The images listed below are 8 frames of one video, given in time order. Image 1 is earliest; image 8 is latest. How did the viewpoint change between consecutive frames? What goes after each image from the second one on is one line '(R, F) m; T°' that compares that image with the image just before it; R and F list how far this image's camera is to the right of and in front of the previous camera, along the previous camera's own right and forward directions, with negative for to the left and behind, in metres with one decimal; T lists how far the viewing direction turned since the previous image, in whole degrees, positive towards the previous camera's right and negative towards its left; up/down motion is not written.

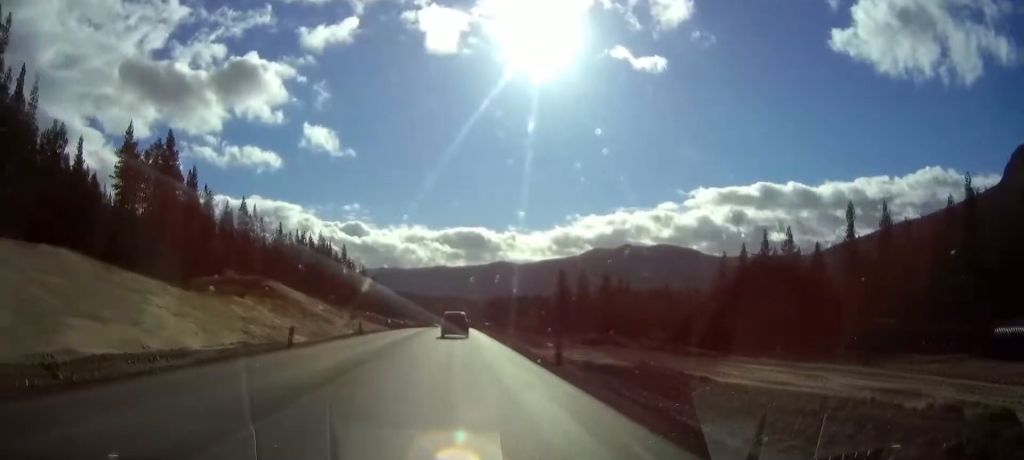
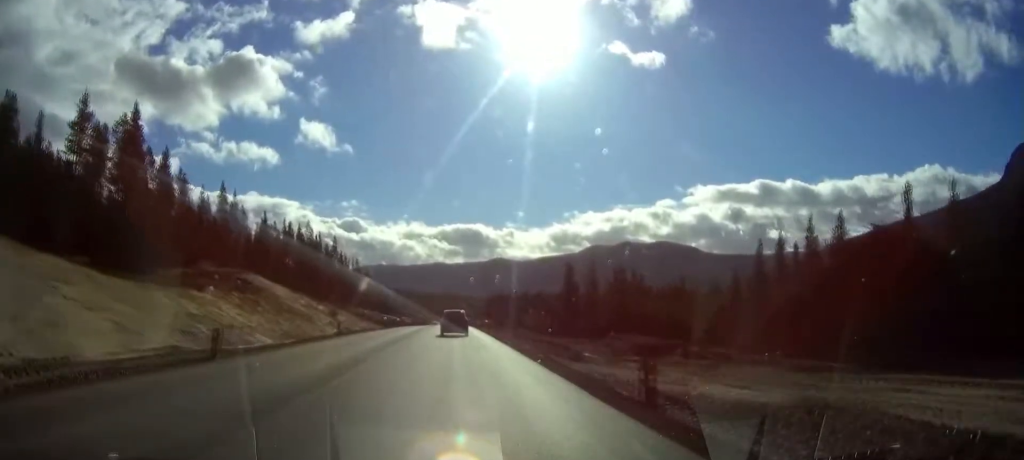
(+0.1, +10.3) m; +1°
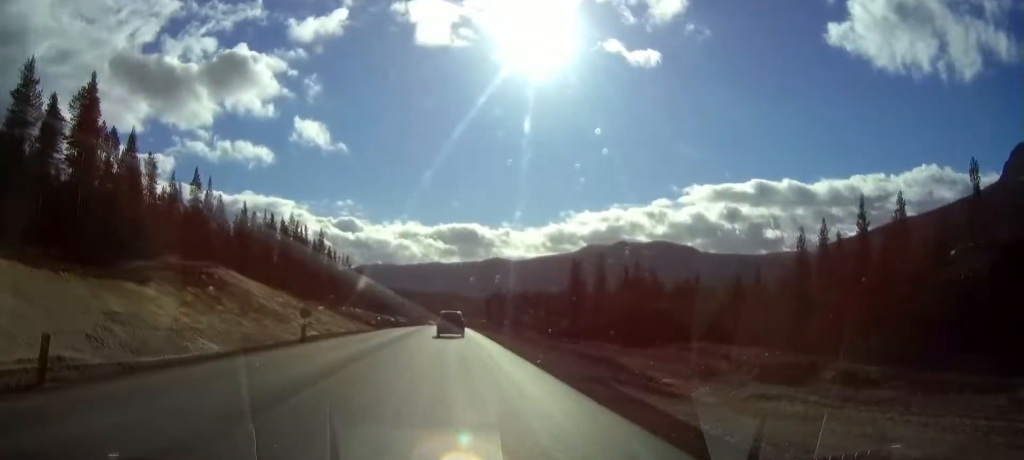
(+0.1, +10.2) m; 0°
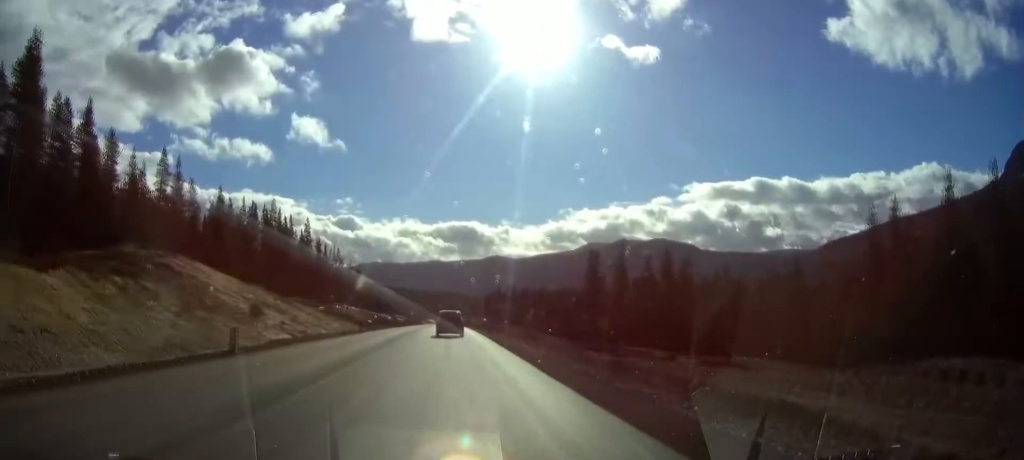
(0.0, +12.0) m; 0°
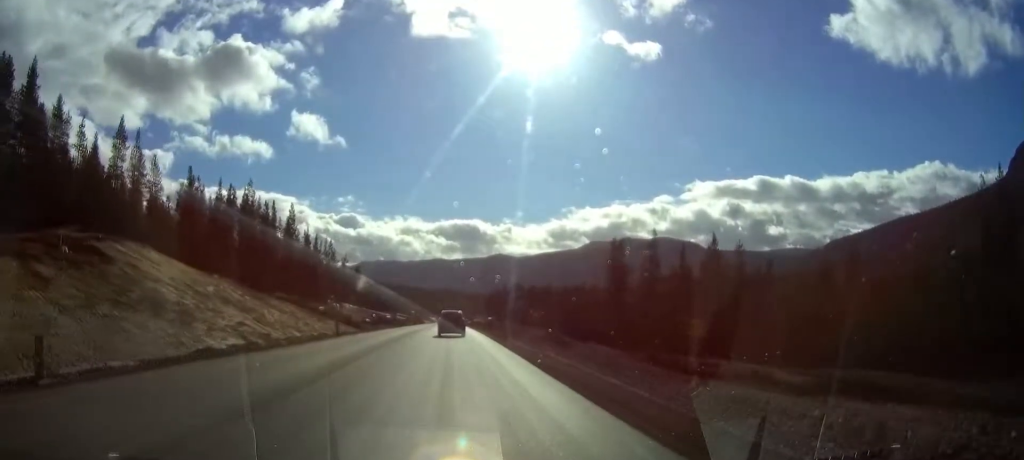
(-0.1, +13.3) m; -1°
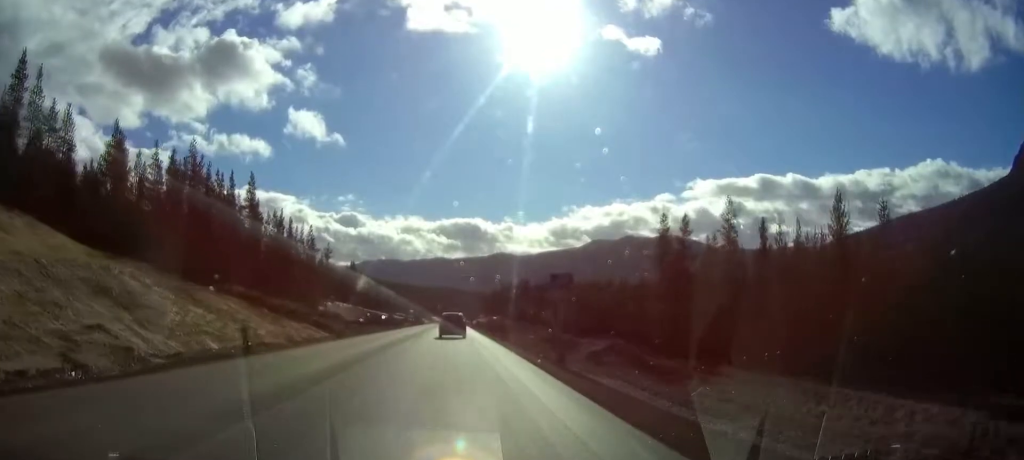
(0.0, +21.6) m; +1°
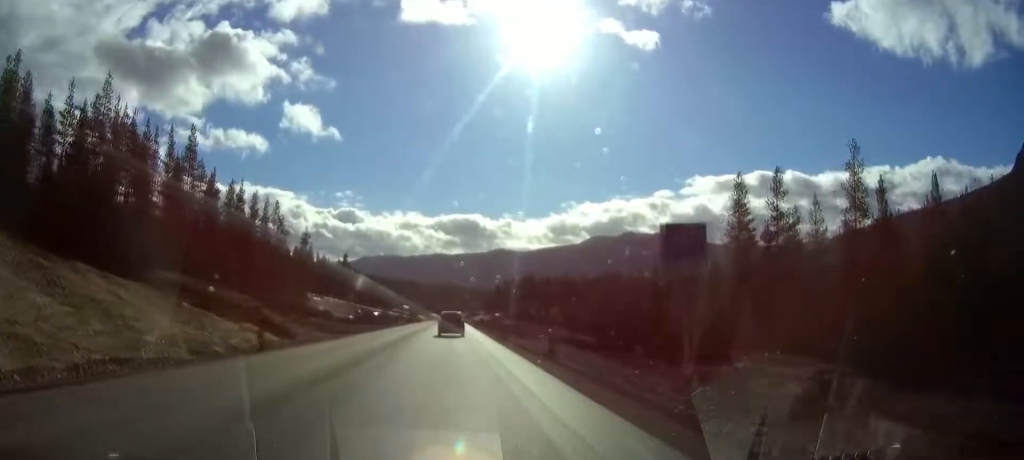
(0.0, +19.4) m; 0°
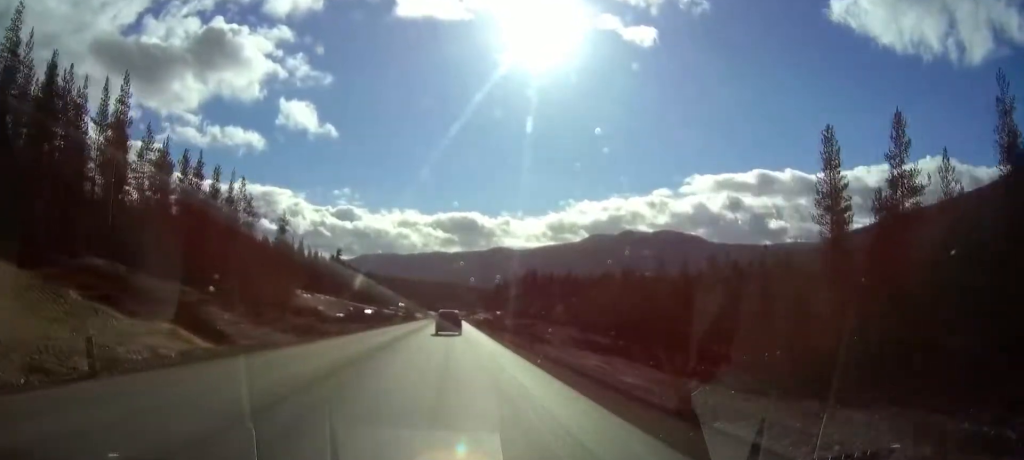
(-0.1, +14.1) m; 0°
